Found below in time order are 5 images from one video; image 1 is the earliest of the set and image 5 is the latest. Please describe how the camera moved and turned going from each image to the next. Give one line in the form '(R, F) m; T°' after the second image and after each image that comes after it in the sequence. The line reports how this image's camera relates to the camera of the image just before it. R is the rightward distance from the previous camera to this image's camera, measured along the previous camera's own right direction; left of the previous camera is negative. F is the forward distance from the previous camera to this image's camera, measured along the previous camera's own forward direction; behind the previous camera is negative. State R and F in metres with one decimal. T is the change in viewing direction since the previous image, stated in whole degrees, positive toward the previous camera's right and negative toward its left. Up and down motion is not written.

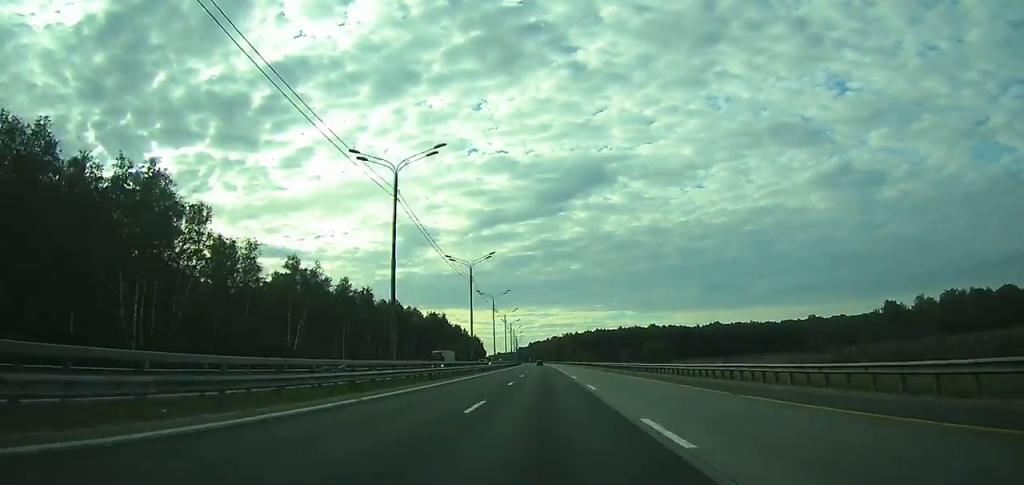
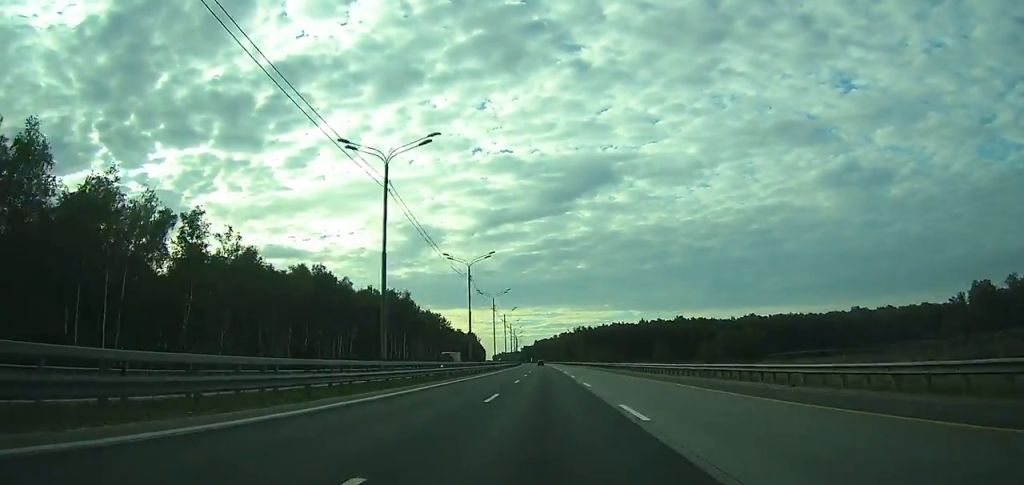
(-0.6, +75.8) m; -1°
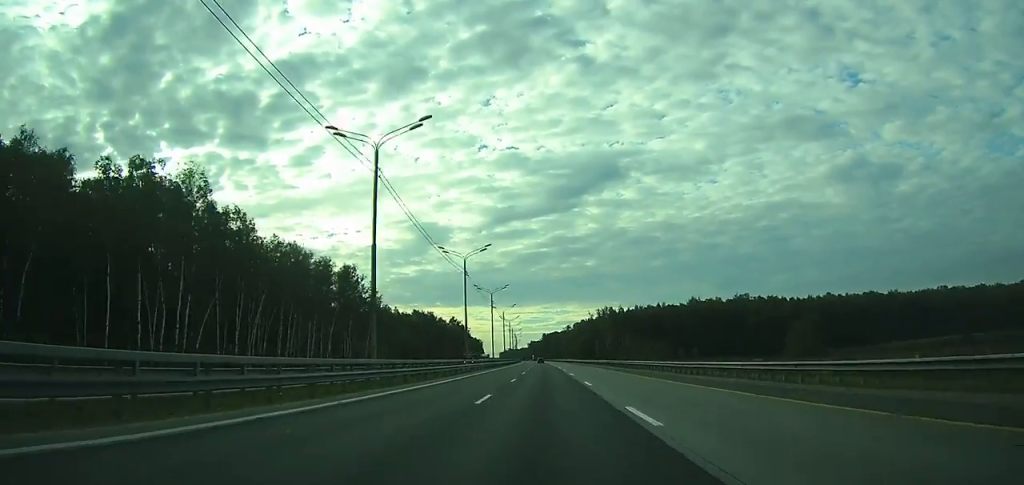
(-1.3, +117.6) m; -1°
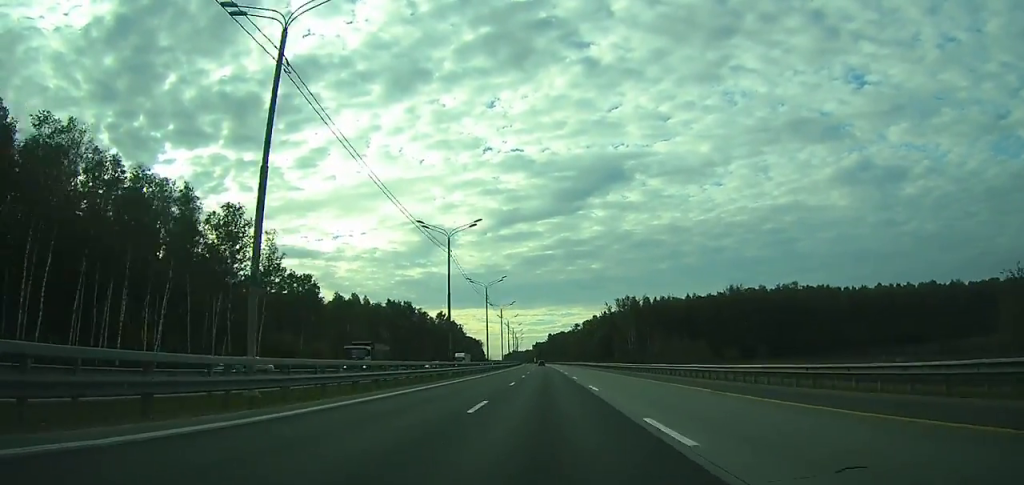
(-0.2, +50.1) m; 0°
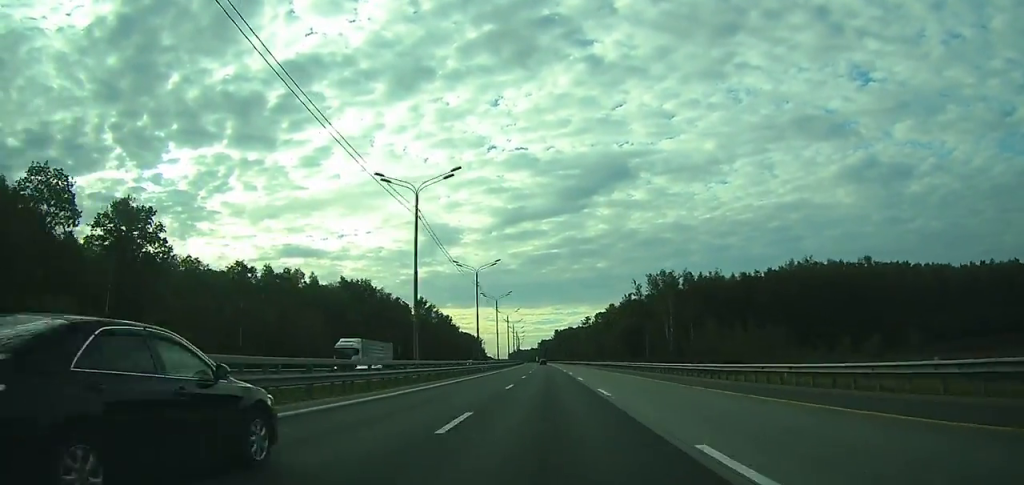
(-0.2, +50.4) m; 0°
